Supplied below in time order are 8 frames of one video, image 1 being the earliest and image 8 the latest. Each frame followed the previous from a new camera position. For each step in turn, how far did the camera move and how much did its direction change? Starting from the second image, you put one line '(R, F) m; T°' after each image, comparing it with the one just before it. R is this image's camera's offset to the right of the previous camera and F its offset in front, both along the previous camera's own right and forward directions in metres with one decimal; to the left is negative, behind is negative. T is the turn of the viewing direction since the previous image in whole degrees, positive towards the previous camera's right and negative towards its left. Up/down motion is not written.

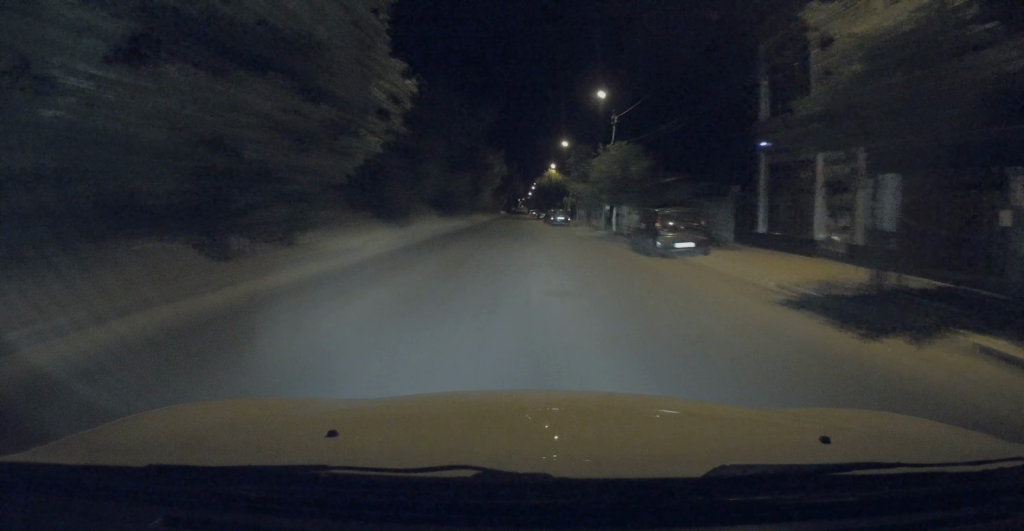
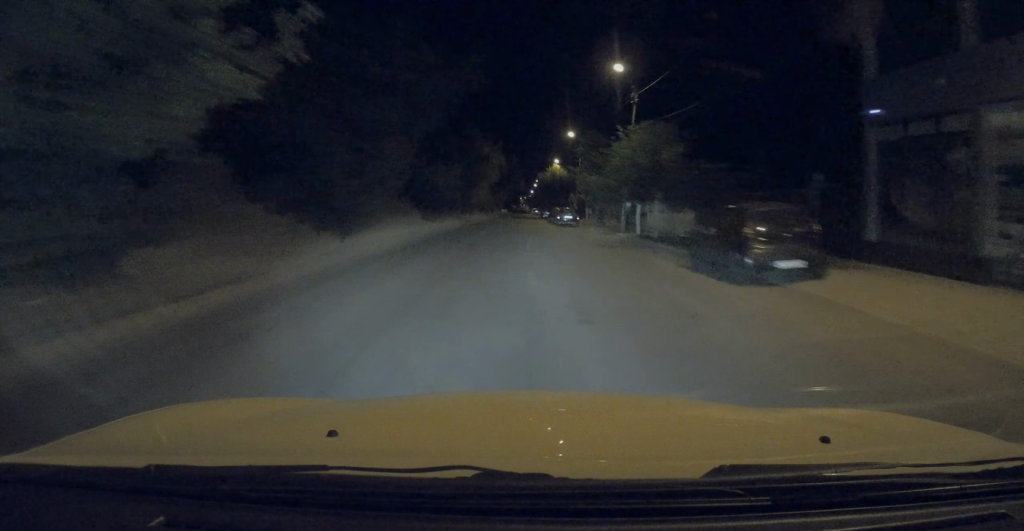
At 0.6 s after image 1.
(+0.3, +7.0) m; 0°
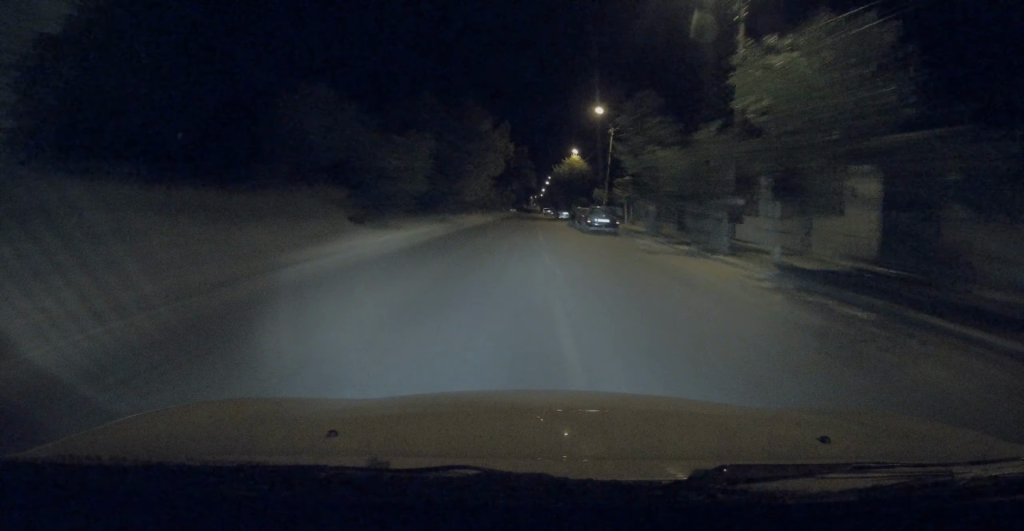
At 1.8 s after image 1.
(-1.0, +15.3) m; -3°
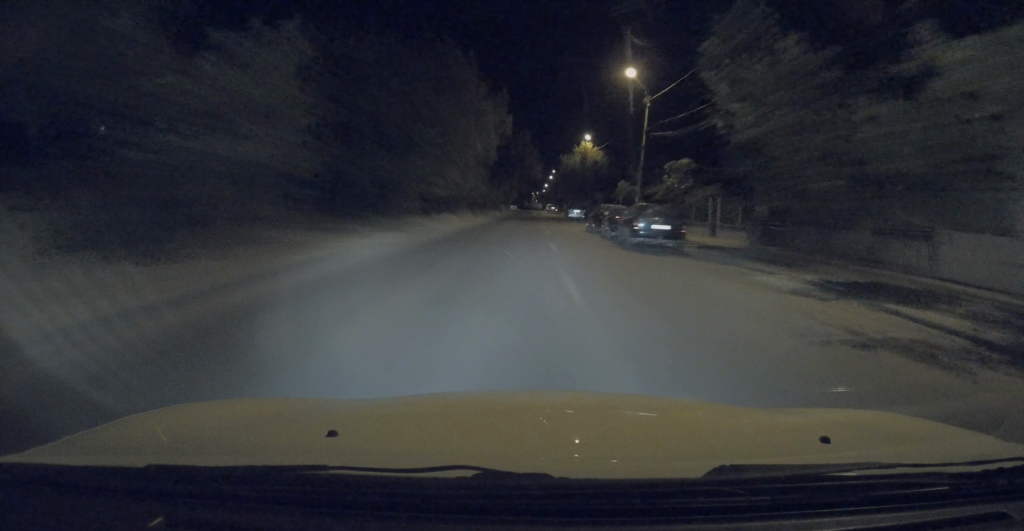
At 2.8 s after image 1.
(+0.1, +12.8) m; +1°
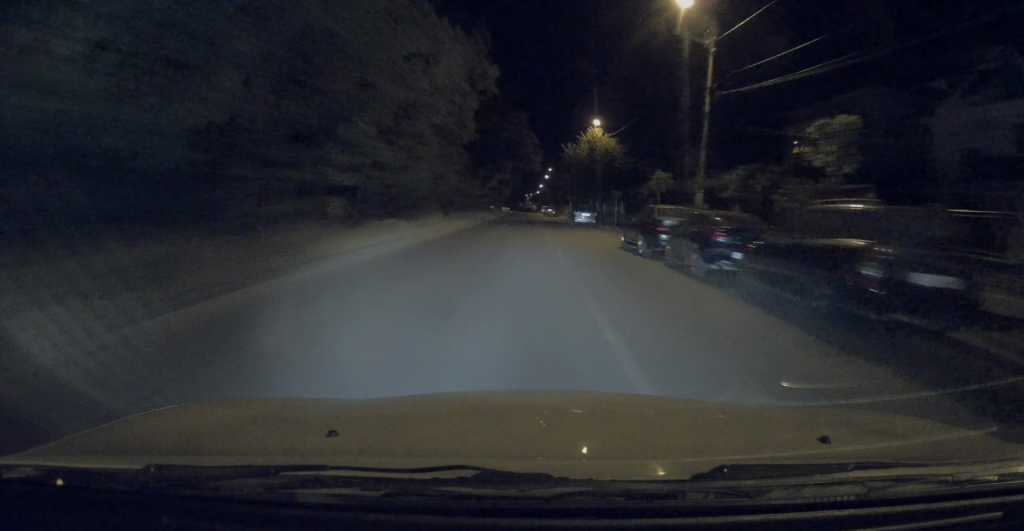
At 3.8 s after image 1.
(+0.2, +13.3) m; 0°
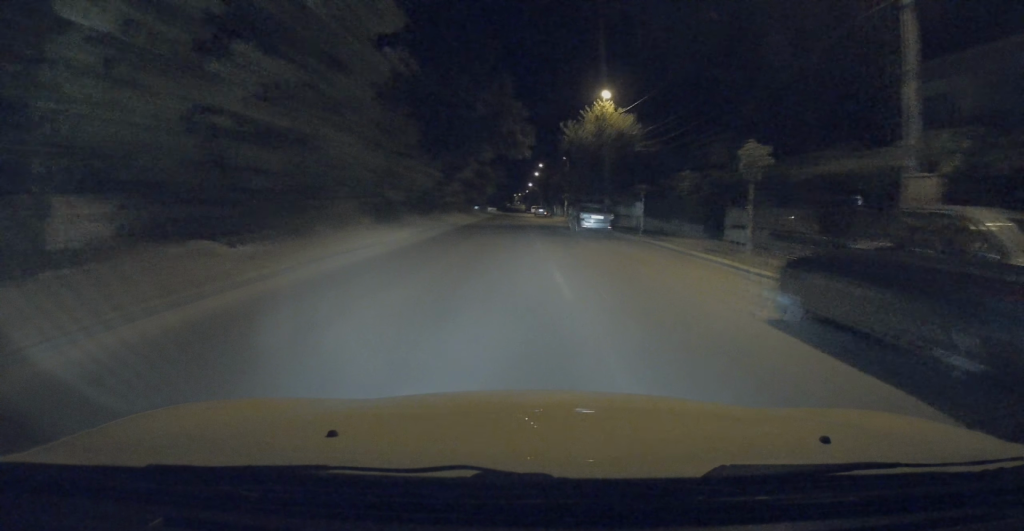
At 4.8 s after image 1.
(-0.1, +13.2) m; 0°
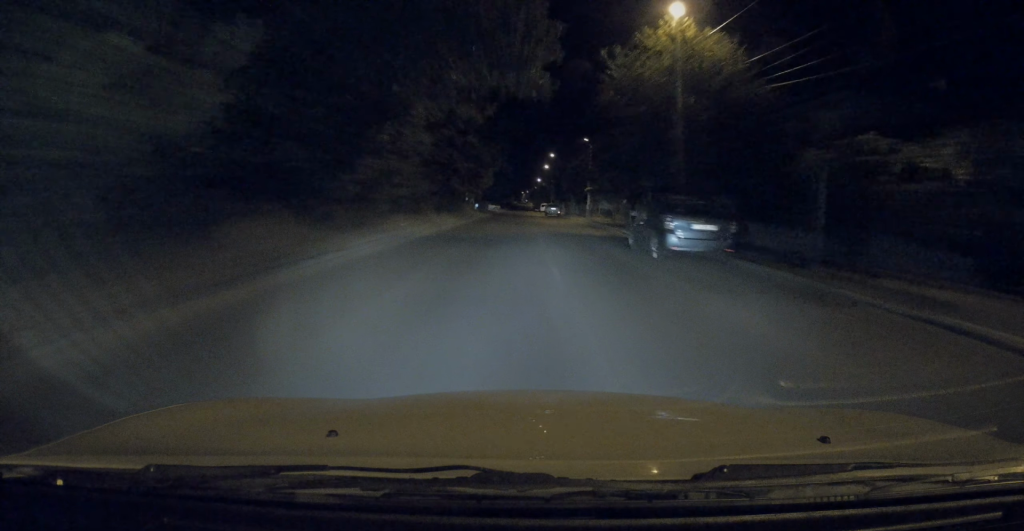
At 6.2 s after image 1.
(-0.1, +17.6) m; 0°
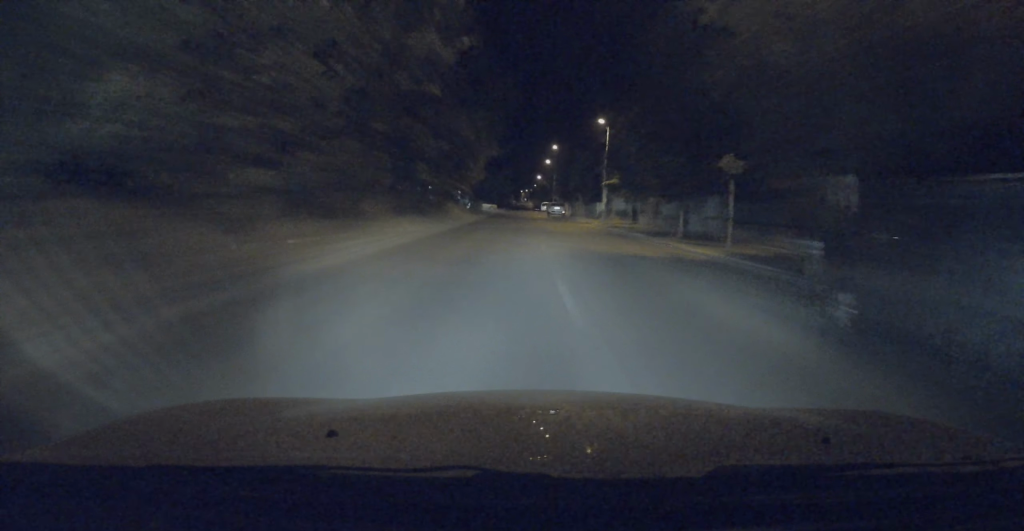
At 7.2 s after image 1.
(+0.3, +11.5) m; 0°
